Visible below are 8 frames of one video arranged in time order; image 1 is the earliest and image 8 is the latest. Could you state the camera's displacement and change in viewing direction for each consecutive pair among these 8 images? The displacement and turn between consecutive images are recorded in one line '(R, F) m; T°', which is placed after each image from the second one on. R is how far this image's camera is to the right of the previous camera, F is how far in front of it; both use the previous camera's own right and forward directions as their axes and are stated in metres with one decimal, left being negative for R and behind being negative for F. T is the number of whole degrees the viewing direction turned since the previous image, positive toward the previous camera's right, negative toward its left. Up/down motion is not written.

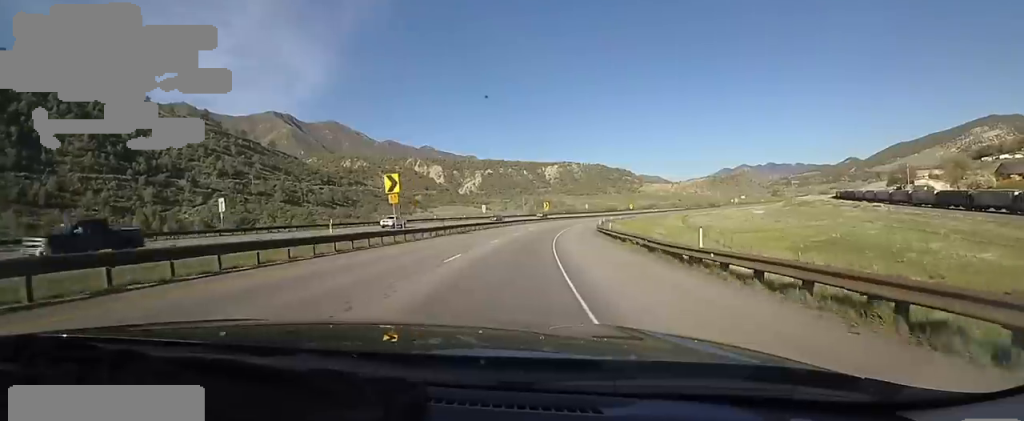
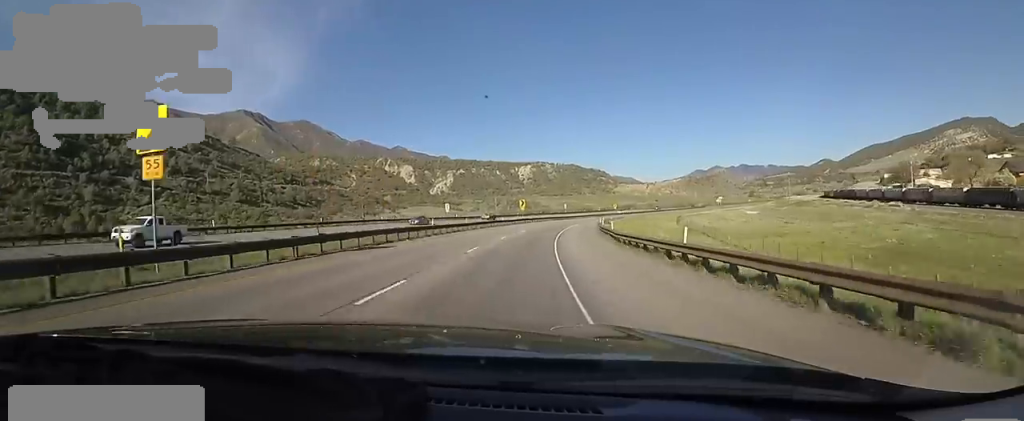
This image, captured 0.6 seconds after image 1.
(+0.1, +19.9) m; +3°
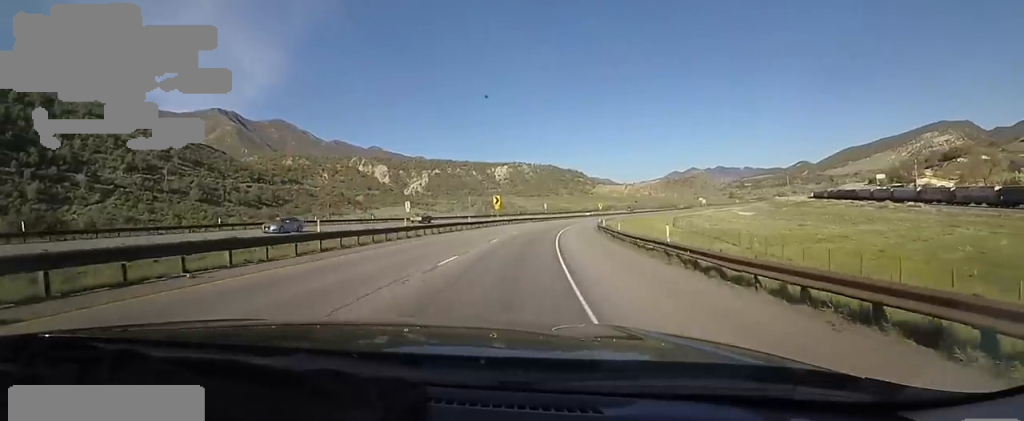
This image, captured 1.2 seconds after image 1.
(+0.5, +16.6) m; +3°
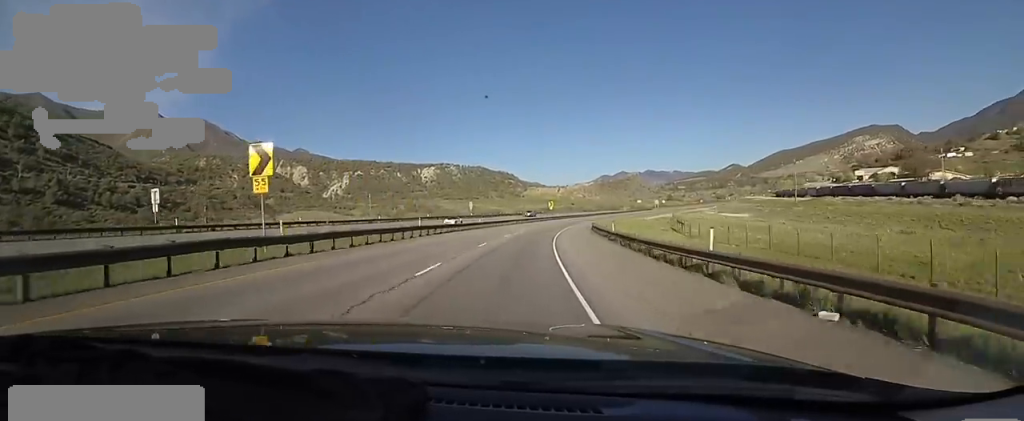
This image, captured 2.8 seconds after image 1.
(+3.3, +49.6) m; +7°
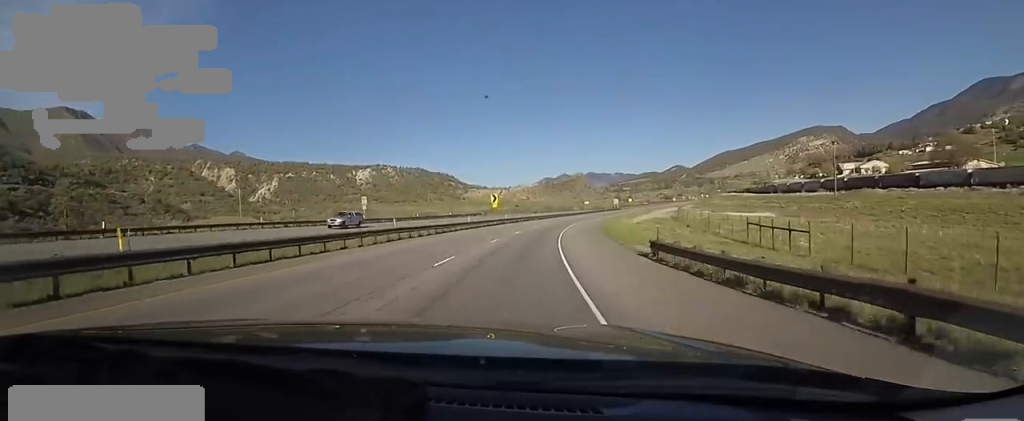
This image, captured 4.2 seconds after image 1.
(+3.9, +43.2) m; +11°
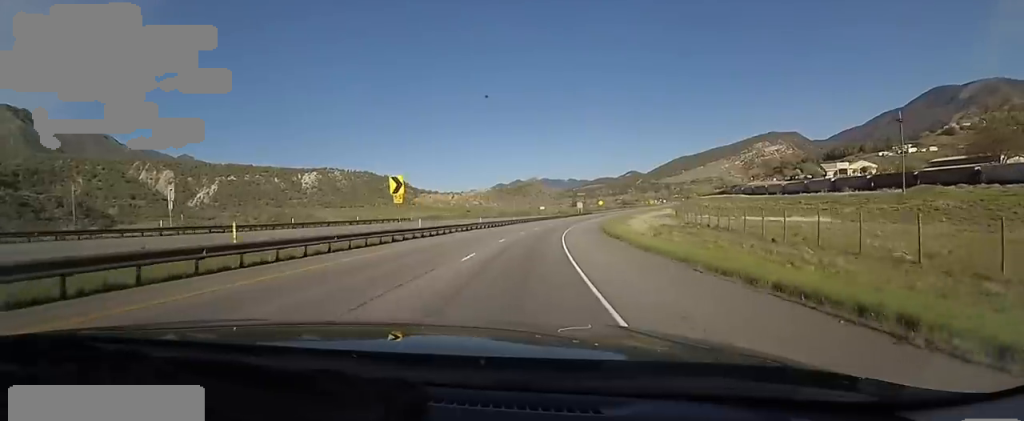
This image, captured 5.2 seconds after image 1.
(+2.4, +33.2) m; +5°
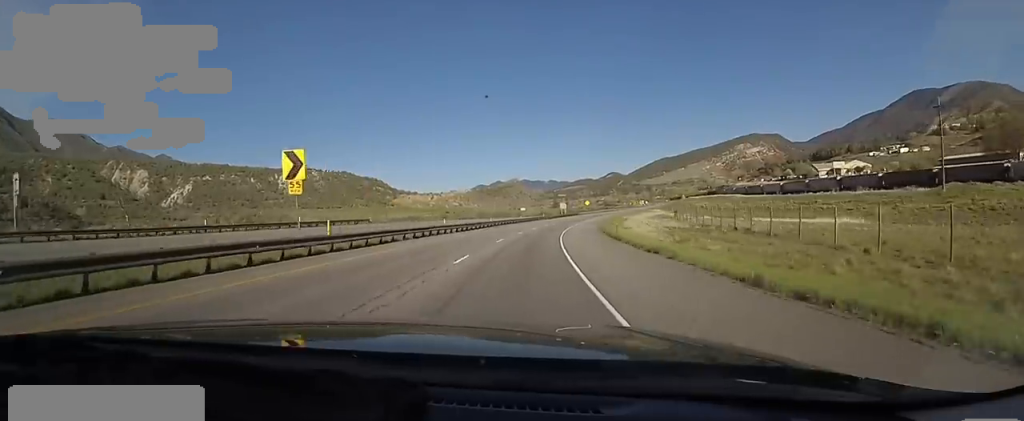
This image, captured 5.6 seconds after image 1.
(-0.2, +12.5) m; +1°
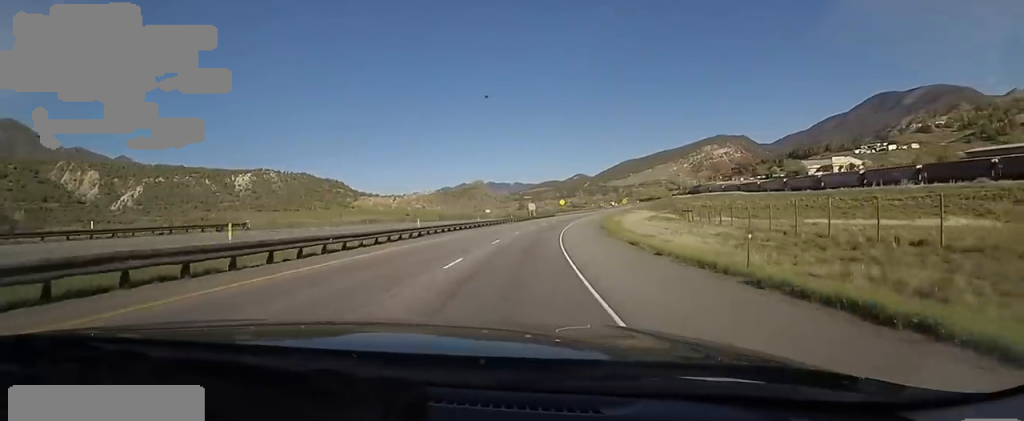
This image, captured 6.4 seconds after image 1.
(+0.8, +24.9) m; +4°
